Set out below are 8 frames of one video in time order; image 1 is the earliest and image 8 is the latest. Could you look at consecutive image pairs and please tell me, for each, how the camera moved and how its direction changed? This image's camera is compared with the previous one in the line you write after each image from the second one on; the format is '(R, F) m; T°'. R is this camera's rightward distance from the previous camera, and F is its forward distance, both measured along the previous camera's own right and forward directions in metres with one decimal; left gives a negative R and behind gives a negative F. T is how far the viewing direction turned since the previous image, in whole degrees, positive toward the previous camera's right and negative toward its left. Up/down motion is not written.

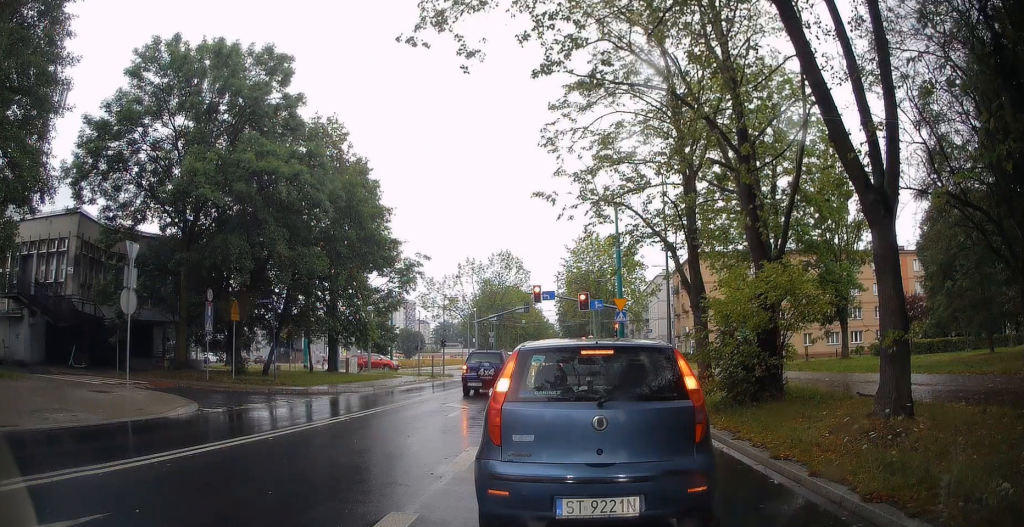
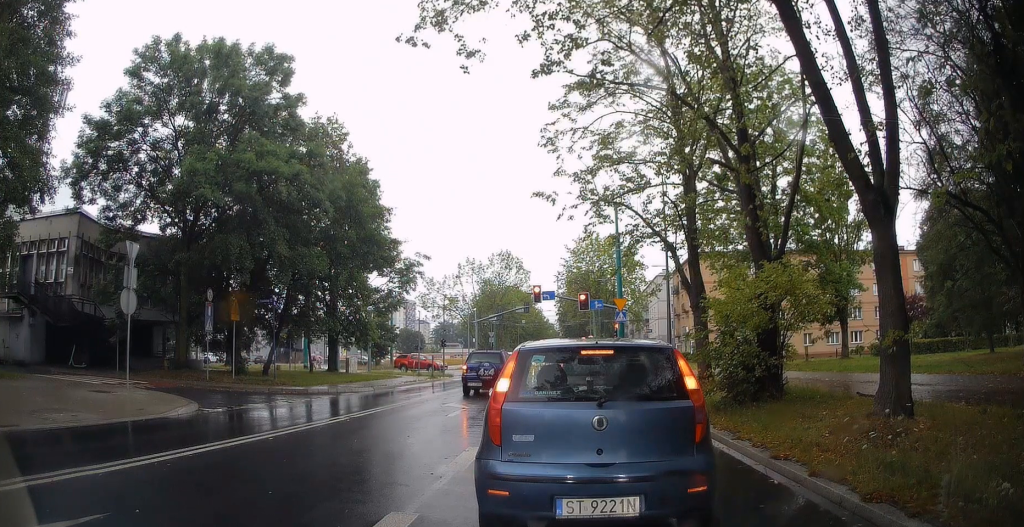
(0.0, 0.0) m; 0°
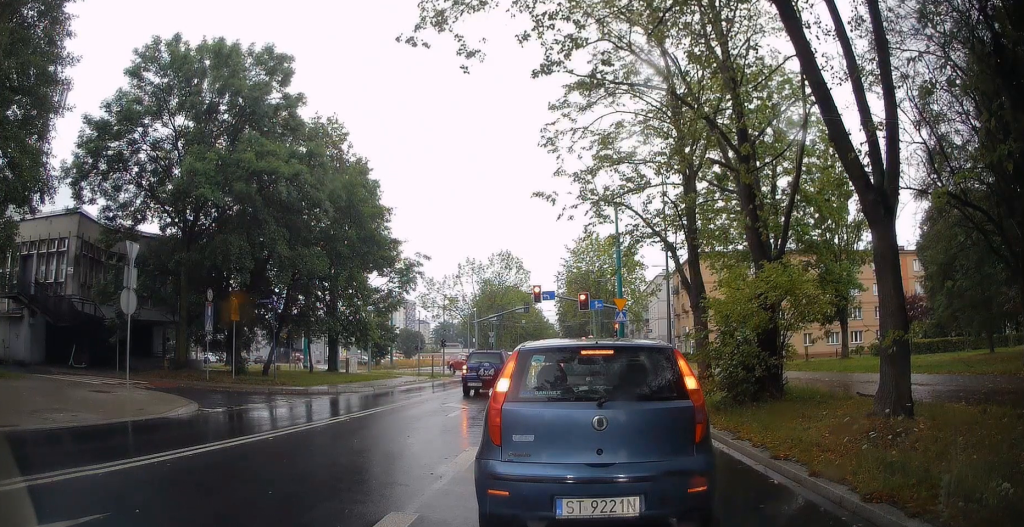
(0.0, 0.0) m; 0°
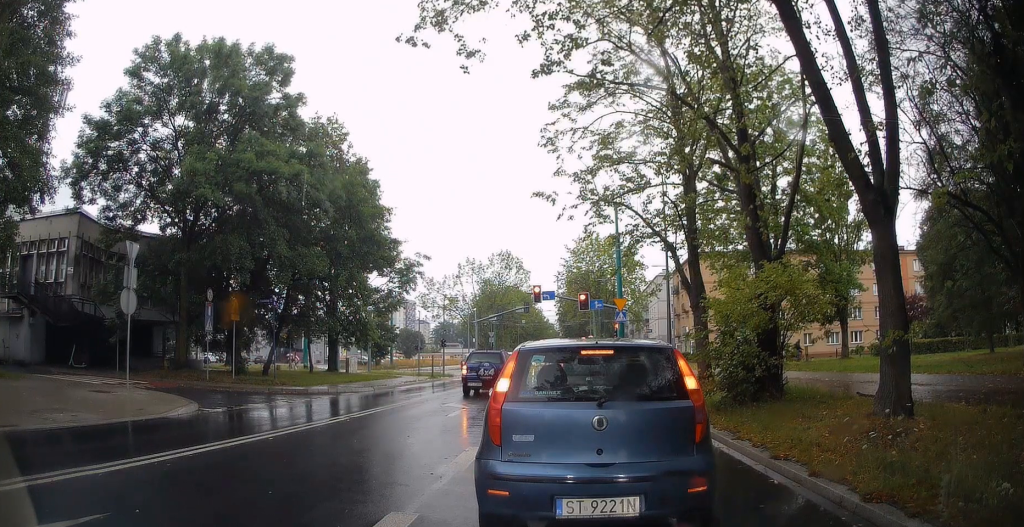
(0.0, 0.0) m; 0°
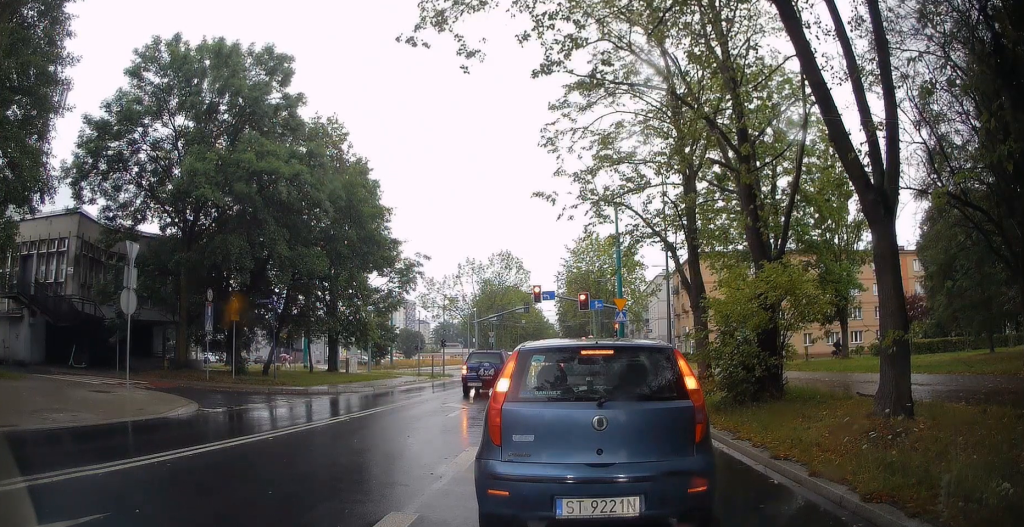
(0.0, 0.0) m; 0°
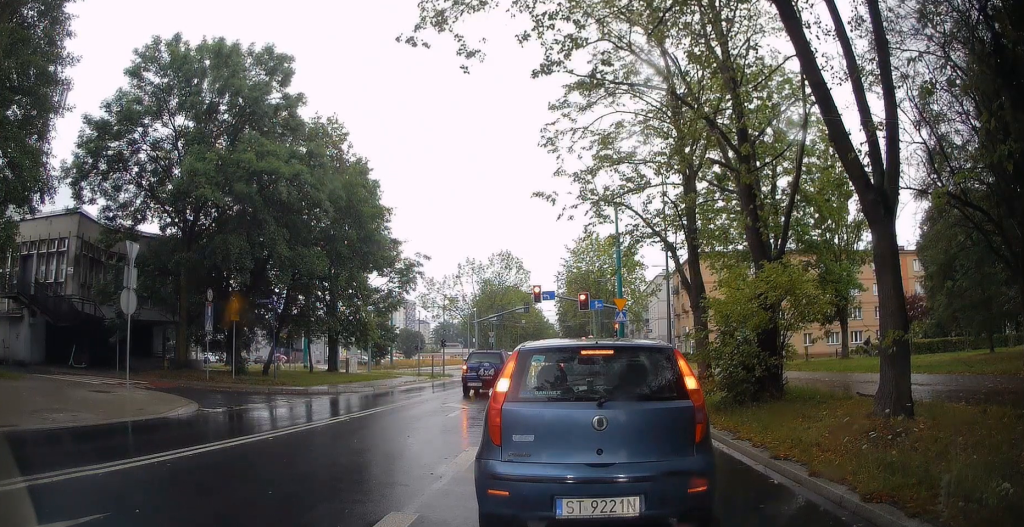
(0.0, 0.0) m; 0°
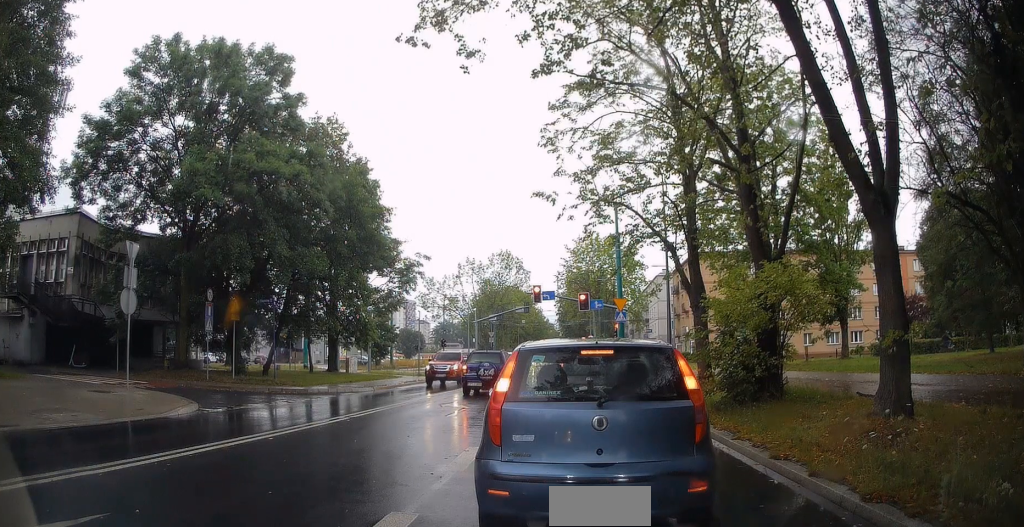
(0.0, 0.0) m; 0°
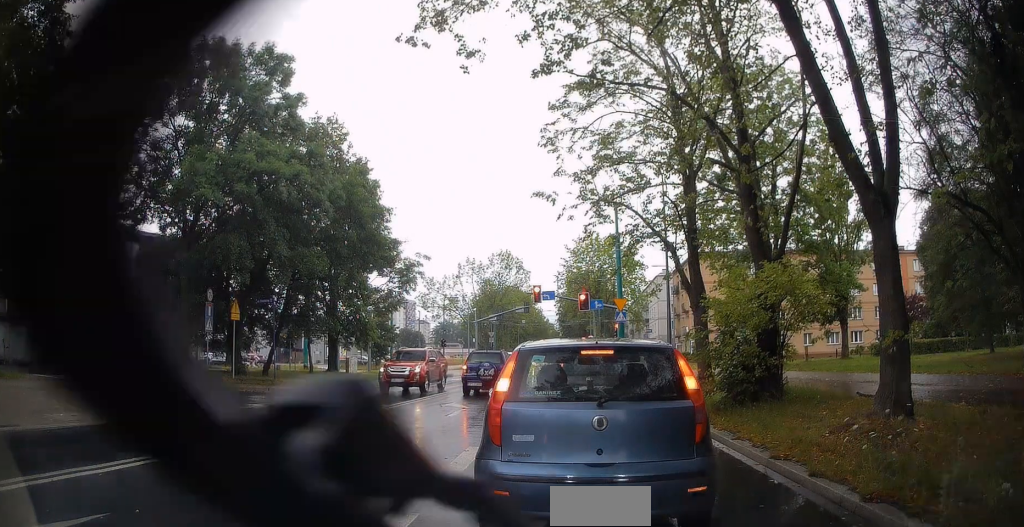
(0.0, 0.0) m; 0°
